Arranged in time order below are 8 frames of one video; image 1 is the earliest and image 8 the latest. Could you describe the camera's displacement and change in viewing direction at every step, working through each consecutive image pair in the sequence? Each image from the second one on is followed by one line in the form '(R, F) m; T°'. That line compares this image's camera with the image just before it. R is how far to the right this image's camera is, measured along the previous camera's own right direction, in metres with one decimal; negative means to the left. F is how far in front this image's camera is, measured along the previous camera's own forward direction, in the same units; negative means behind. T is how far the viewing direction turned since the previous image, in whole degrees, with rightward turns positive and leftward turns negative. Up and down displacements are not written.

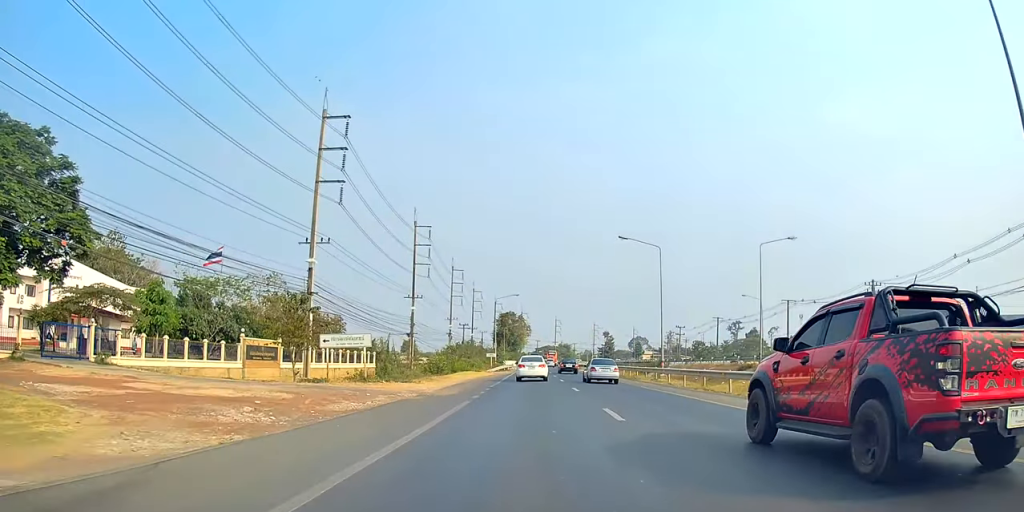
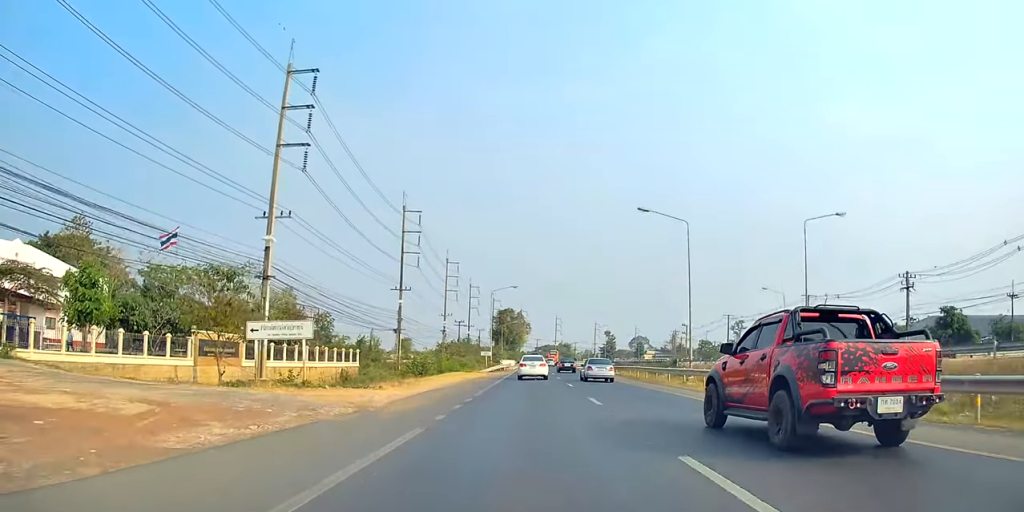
(+0.3, +8.2) m; +2°
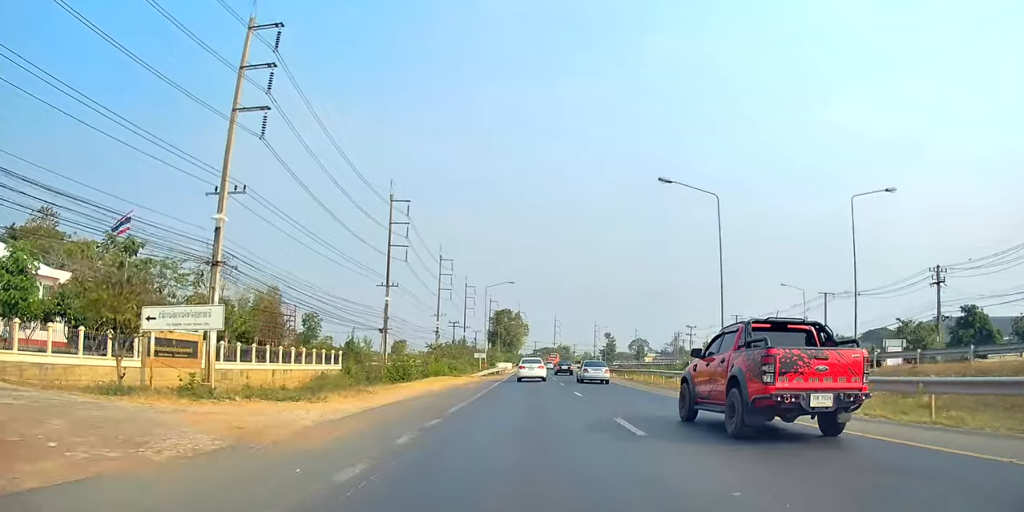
(0.0, +6.4) m; -1°
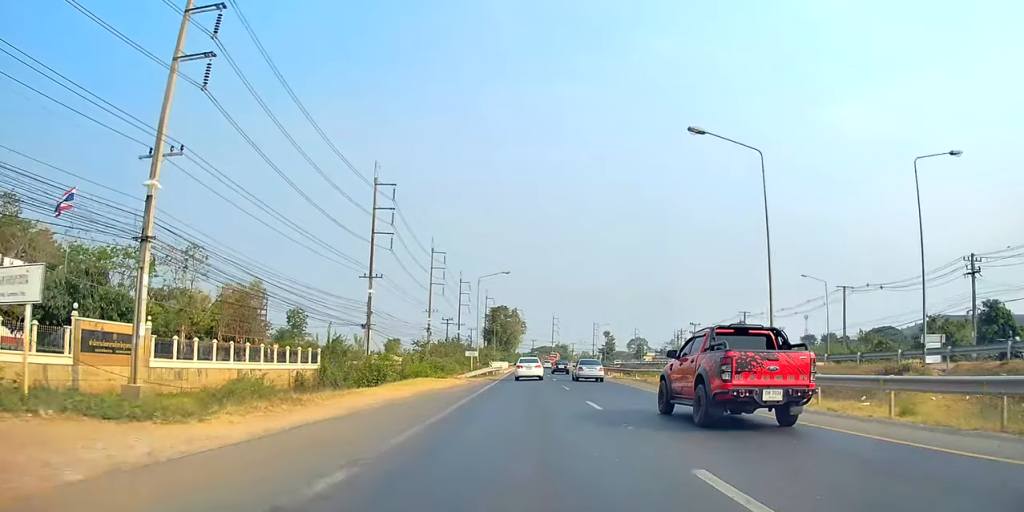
(+0.1, +5.9) m; -1°
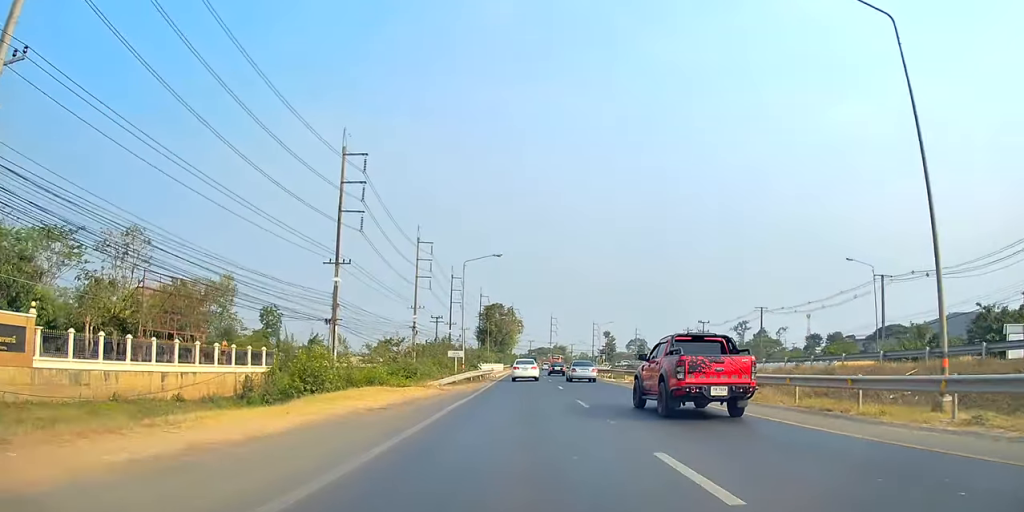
(-0.3, +10.6) m; -1°
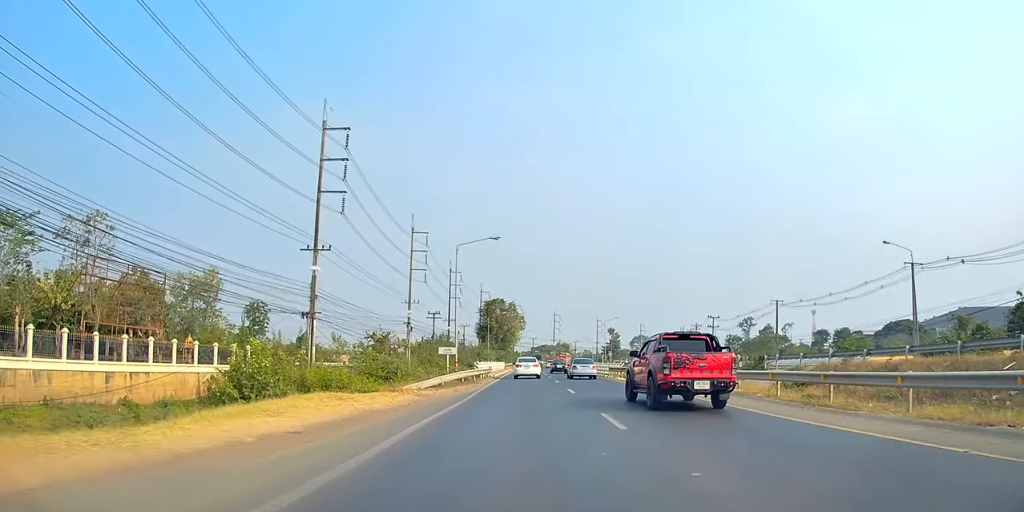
(-0.3, +5.9) m; 0°
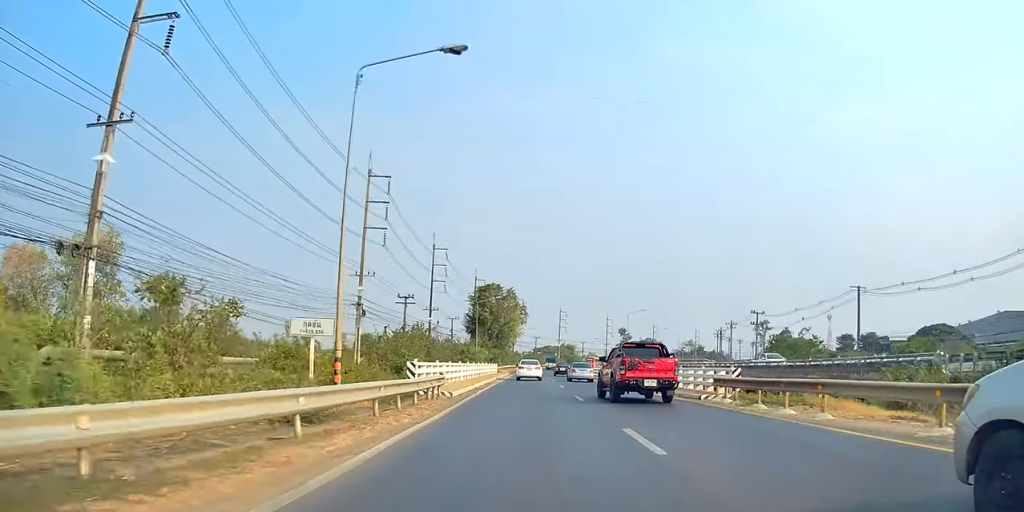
(+0.4, +26.2) m; +1°
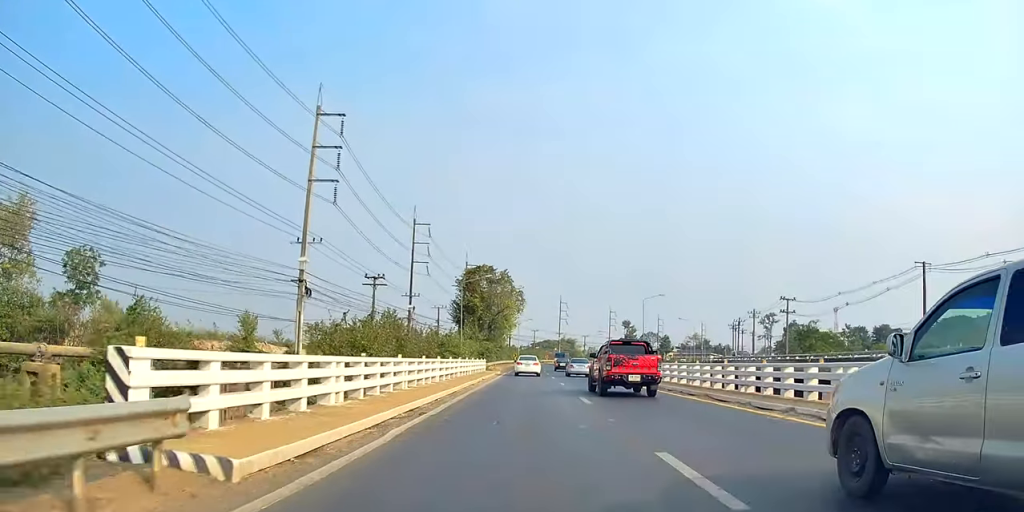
(+0.1, +14.7) m; +1°
